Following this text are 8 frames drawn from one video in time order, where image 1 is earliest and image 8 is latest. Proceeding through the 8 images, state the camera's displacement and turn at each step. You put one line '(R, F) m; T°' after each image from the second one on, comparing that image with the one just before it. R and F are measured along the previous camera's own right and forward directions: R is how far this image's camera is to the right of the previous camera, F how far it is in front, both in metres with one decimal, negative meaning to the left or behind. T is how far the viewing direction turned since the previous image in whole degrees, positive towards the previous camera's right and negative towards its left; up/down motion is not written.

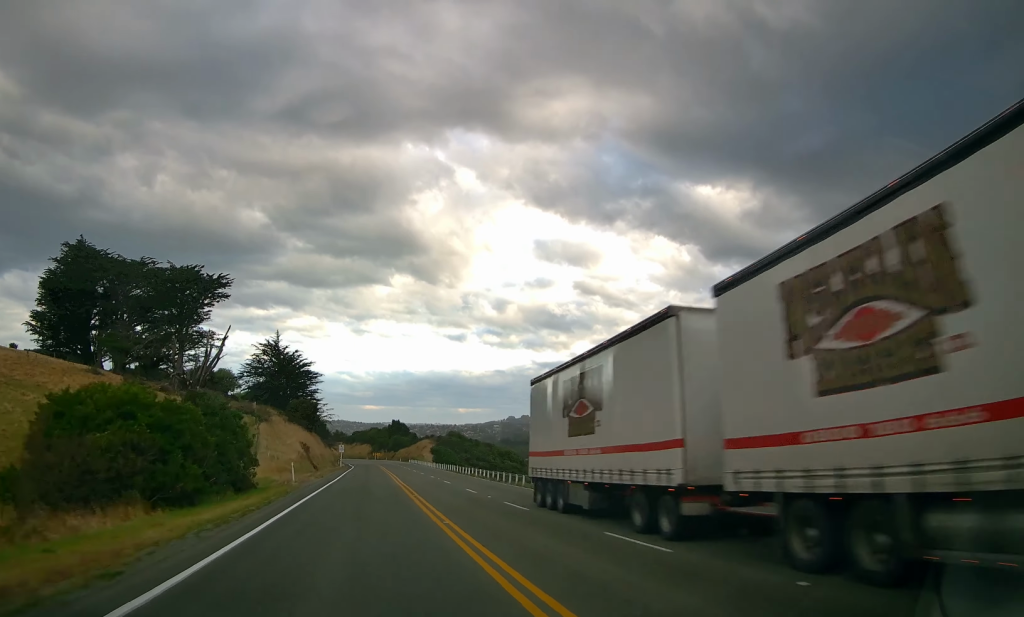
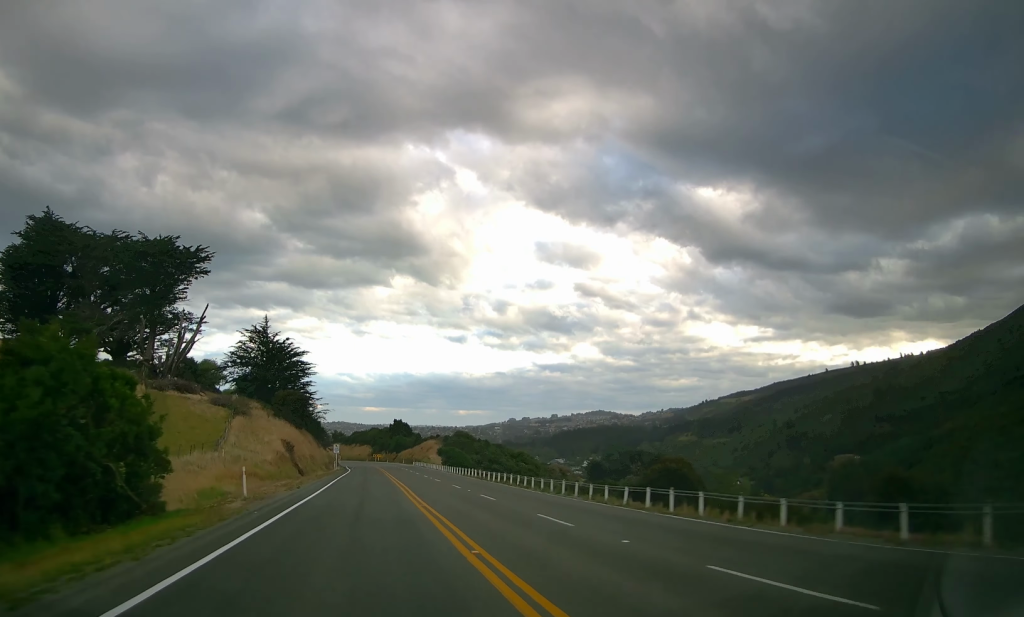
(-0.1, +14.7) m; 0°
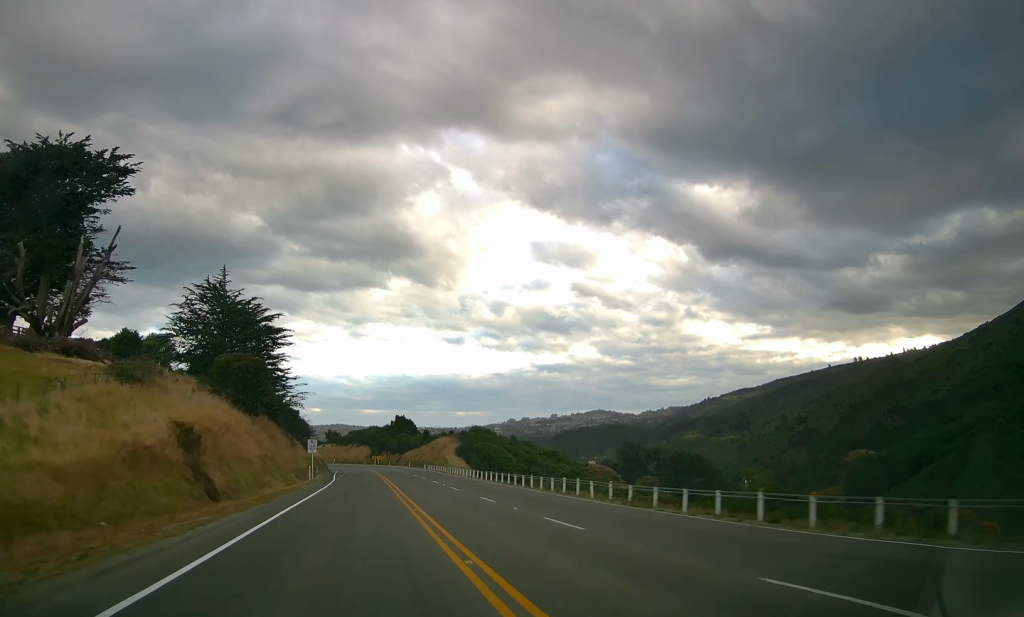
(+0.2, +31.3) m; 0°
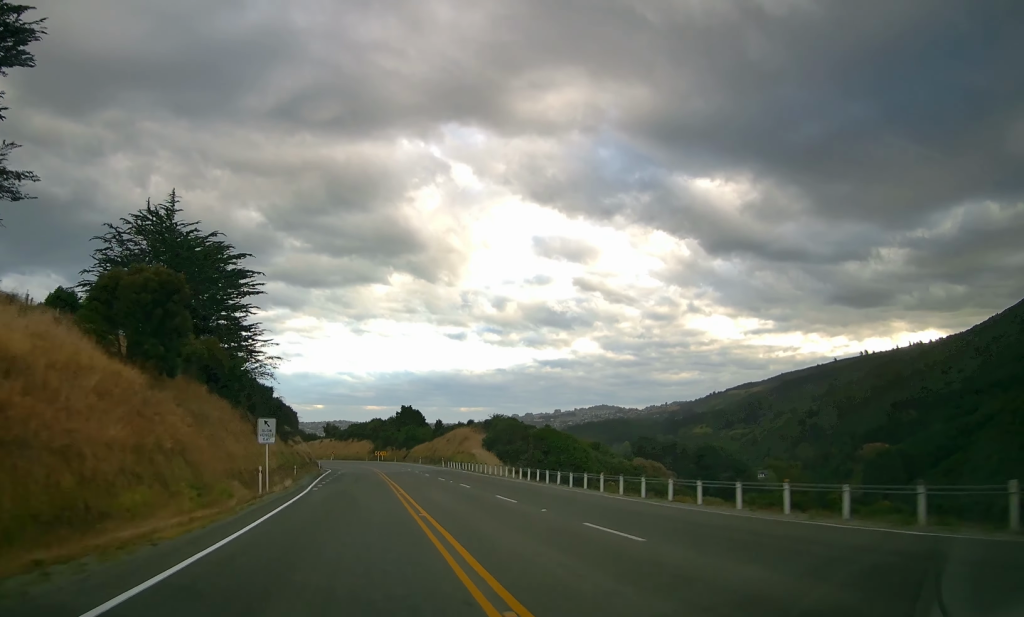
(0.0, +23.0) m; 0°
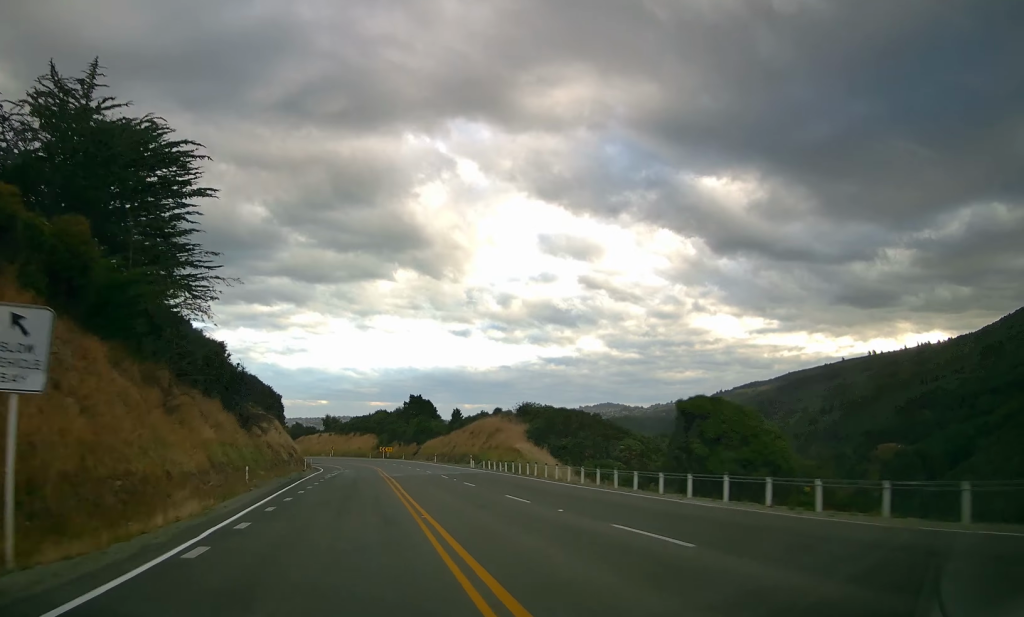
(+0.1, +20.6) m; -1°
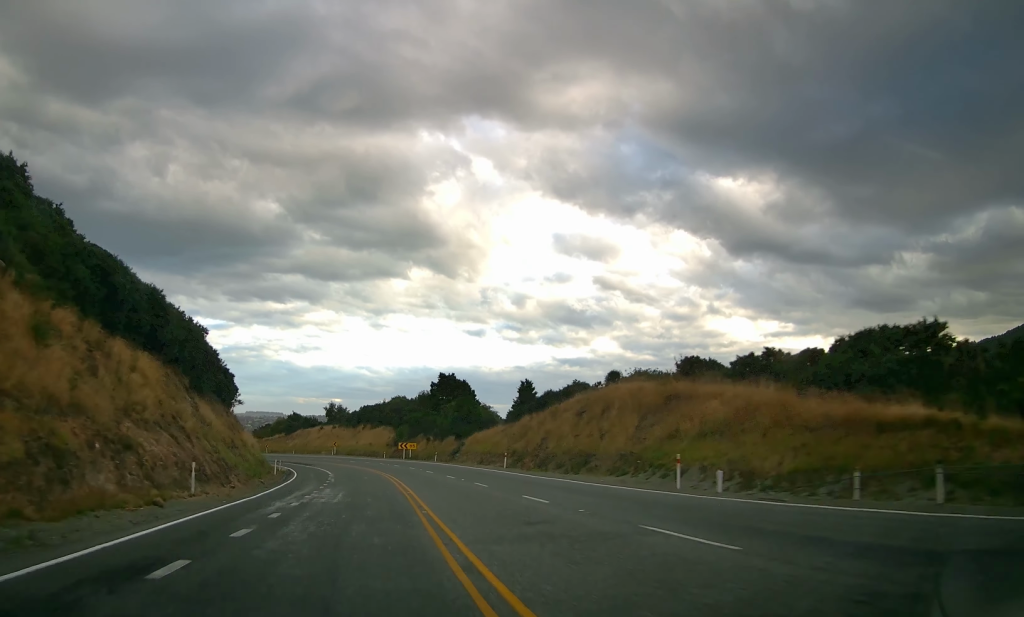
(-1.0, +40.3) m; -2°
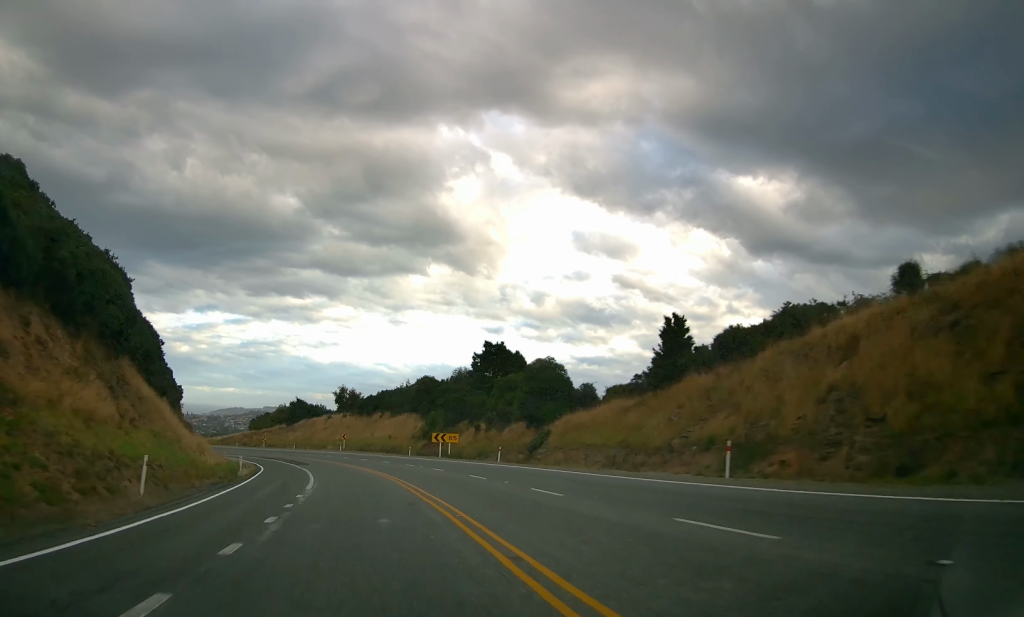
(0.0, +29.7) m; -2°
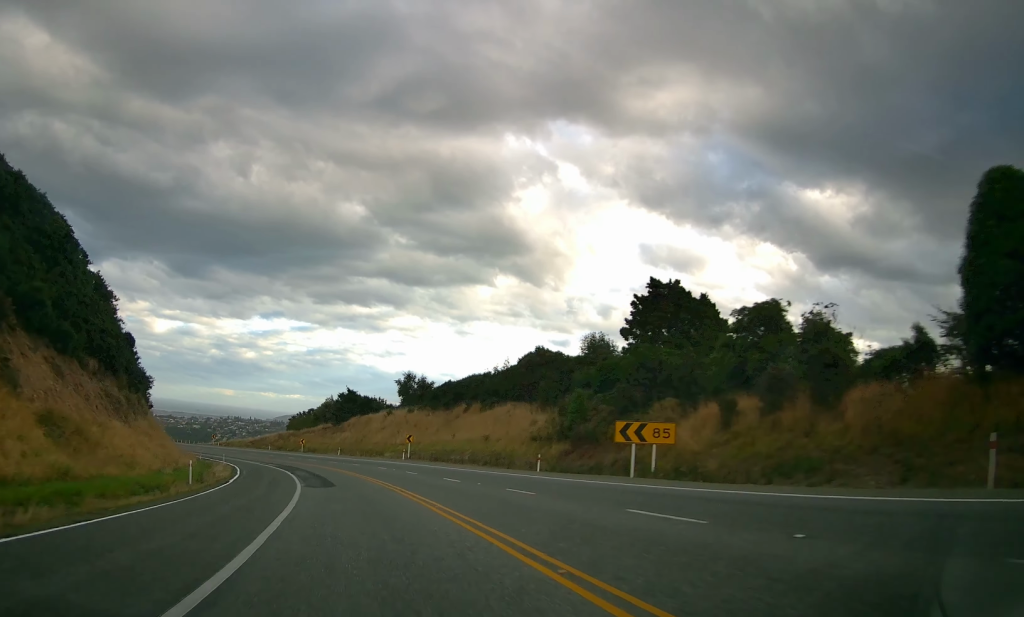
(-1.3, +36.2) m; -7°
